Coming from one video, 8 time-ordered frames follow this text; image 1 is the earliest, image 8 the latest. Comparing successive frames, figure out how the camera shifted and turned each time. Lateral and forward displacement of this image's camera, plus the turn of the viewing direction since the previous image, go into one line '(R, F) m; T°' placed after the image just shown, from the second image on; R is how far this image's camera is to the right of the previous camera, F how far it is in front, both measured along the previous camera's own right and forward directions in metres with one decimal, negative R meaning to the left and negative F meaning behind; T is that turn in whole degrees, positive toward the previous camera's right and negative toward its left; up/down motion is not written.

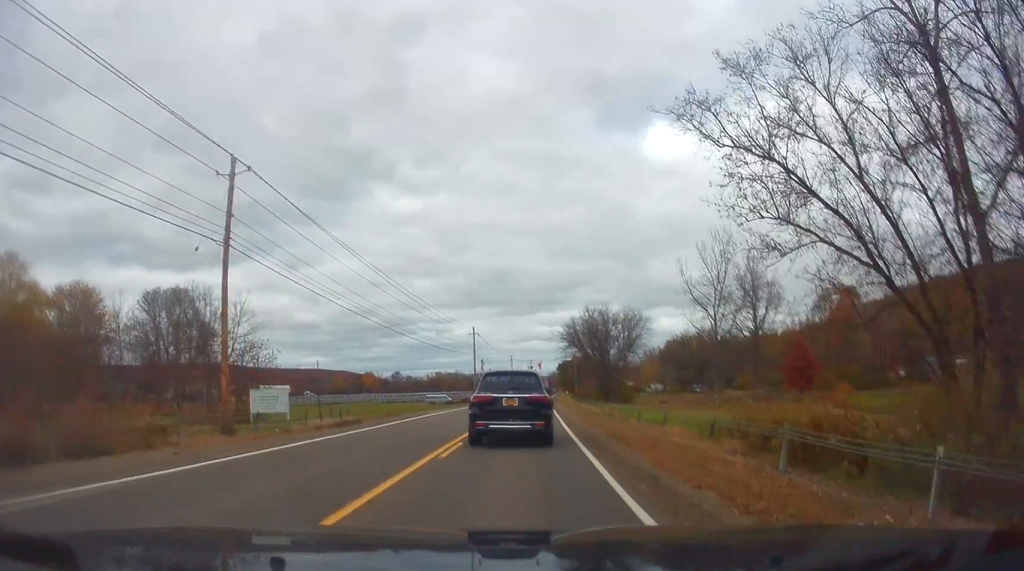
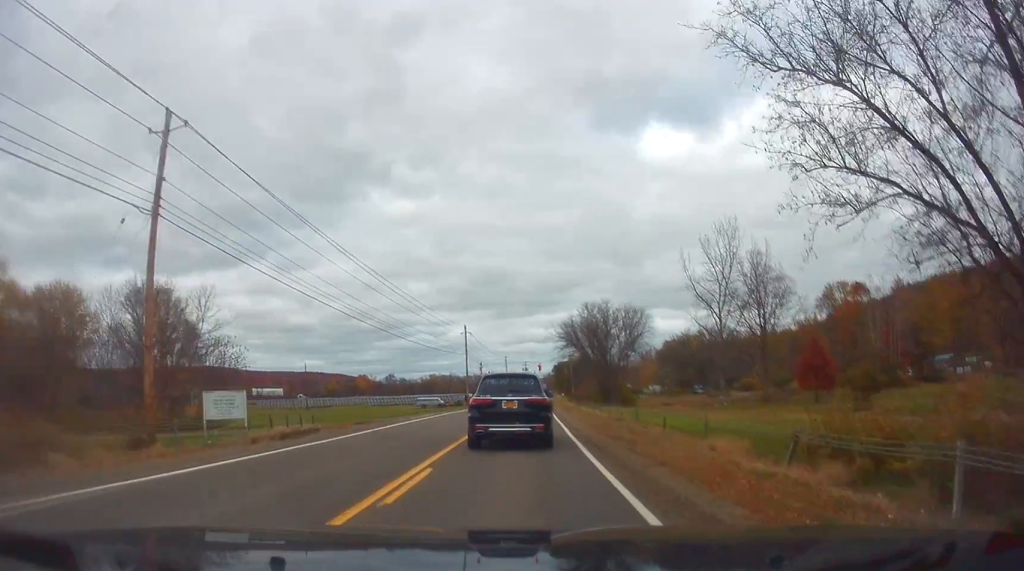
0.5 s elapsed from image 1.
(+0.2, +4.9) m; +1°
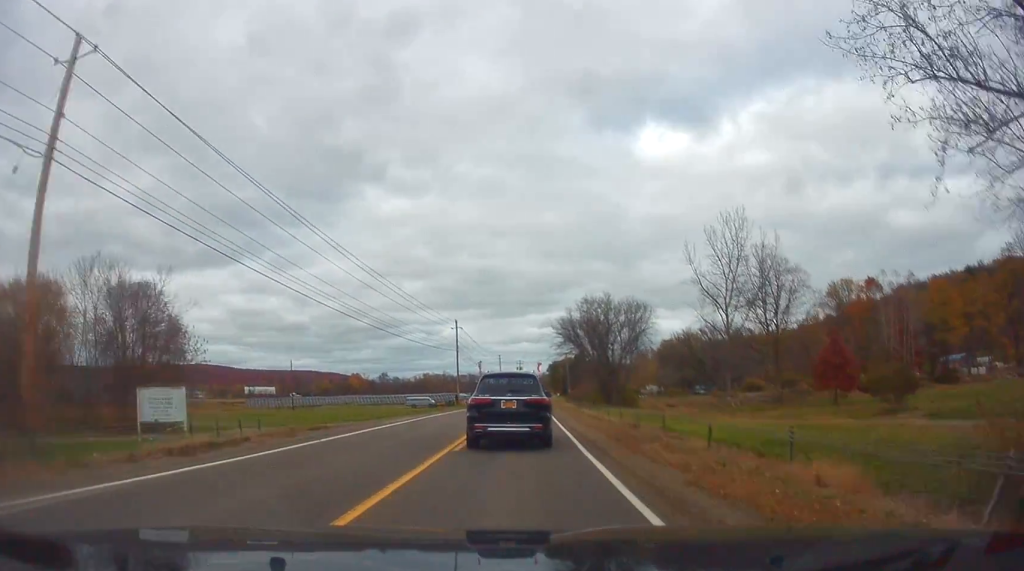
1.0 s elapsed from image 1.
(+0.2, +5.3) m; +1°
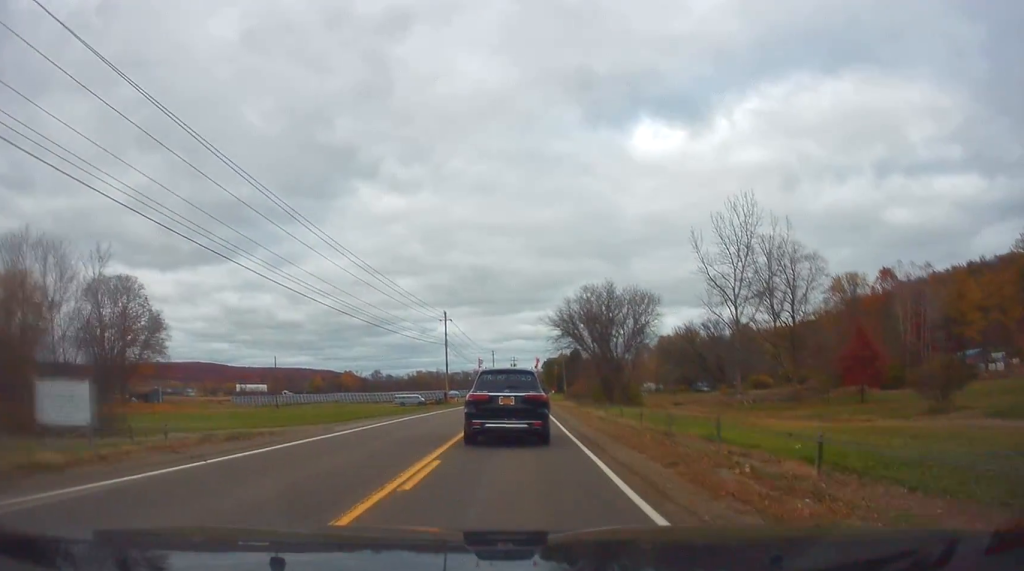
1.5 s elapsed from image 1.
(0.0, +6.2) m; 0°
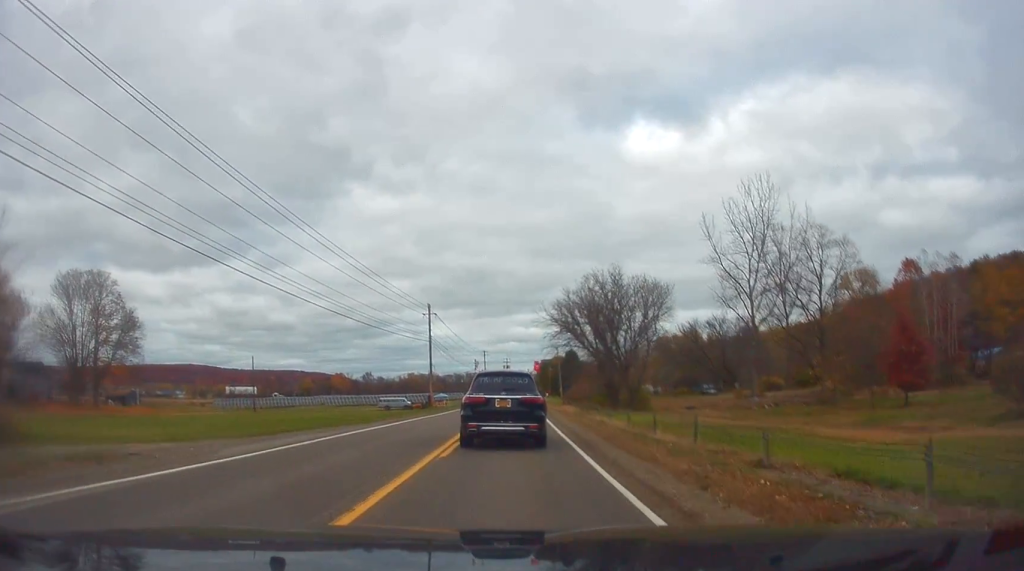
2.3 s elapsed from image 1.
(0.0, +8.5) m; -1°
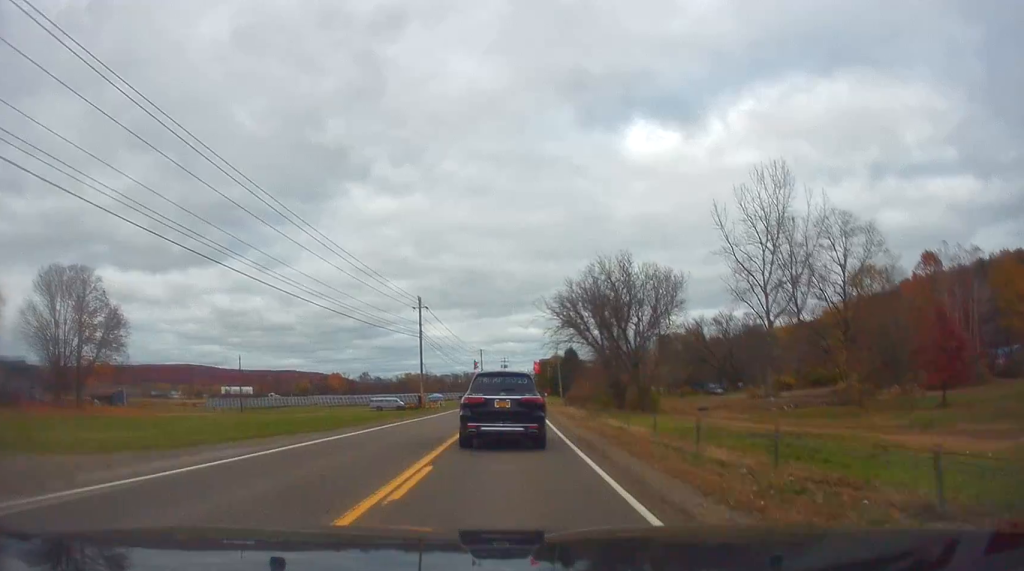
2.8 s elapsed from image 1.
(-0.1, +5.6) m; 0°
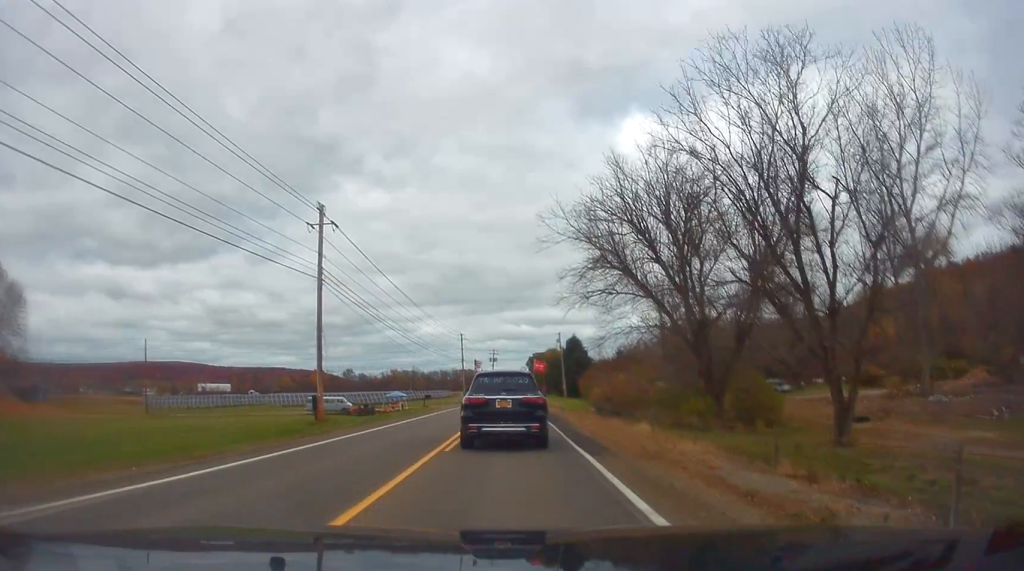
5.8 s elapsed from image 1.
(+0.6, +32.6) m; +1°
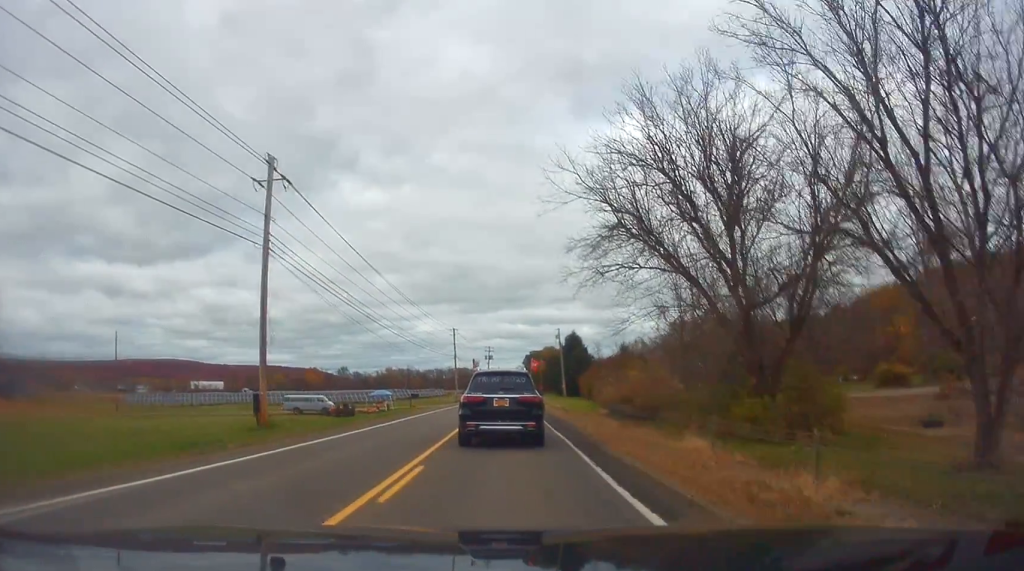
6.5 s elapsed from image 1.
(0.0, +7.2) m; 0°
